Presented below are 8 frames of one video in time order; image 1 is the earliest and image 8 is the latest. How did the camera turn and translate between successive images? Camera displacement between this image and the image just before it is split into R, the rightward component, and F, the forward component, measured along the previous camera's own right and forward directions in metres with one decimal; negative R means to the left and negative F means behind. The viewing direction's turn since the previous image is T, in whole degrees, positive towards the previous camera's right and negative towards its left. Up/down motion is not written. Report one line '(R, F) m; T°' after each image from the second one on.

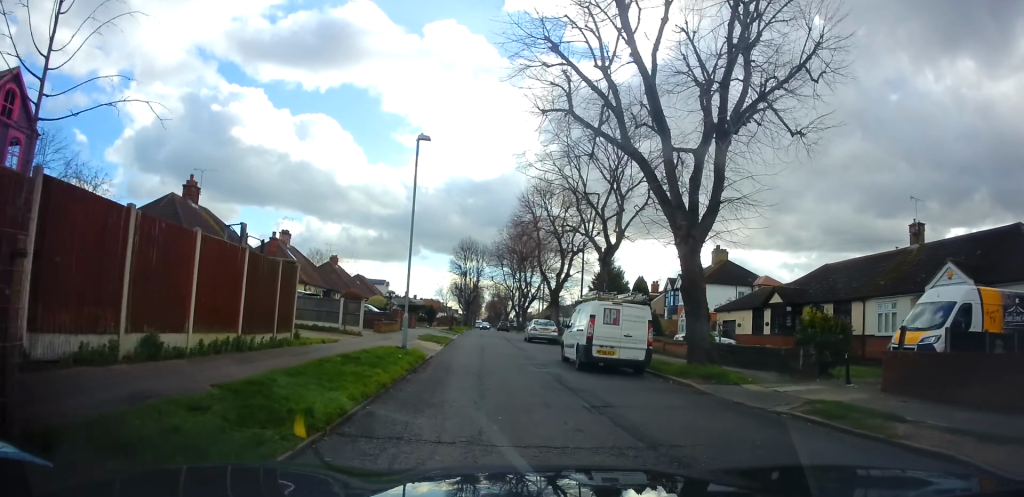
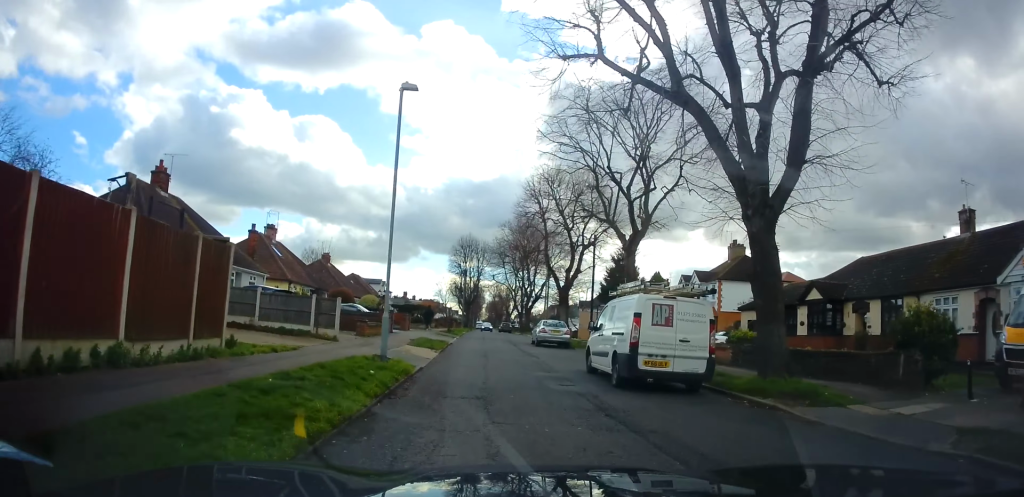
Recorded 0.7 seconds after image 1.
(0.0, +3.8) m; 0°
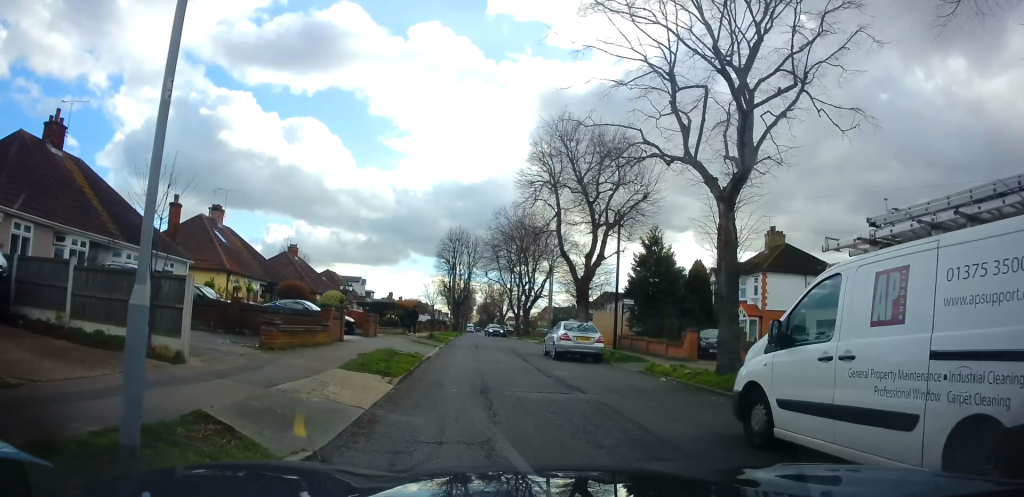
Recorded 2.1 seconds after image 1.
(+0.1, +9.0) m; +1°
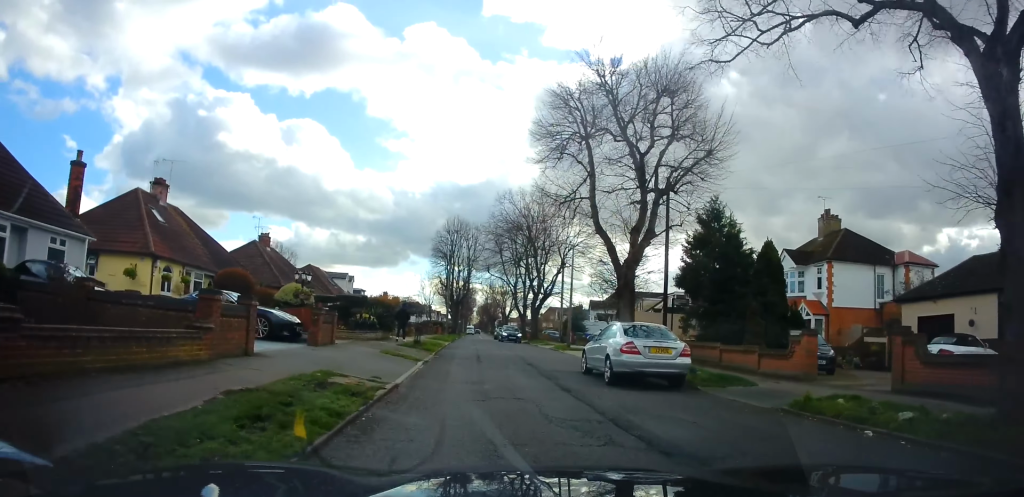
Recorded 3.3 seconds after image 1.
(+0.1, +8.2) m; 0°
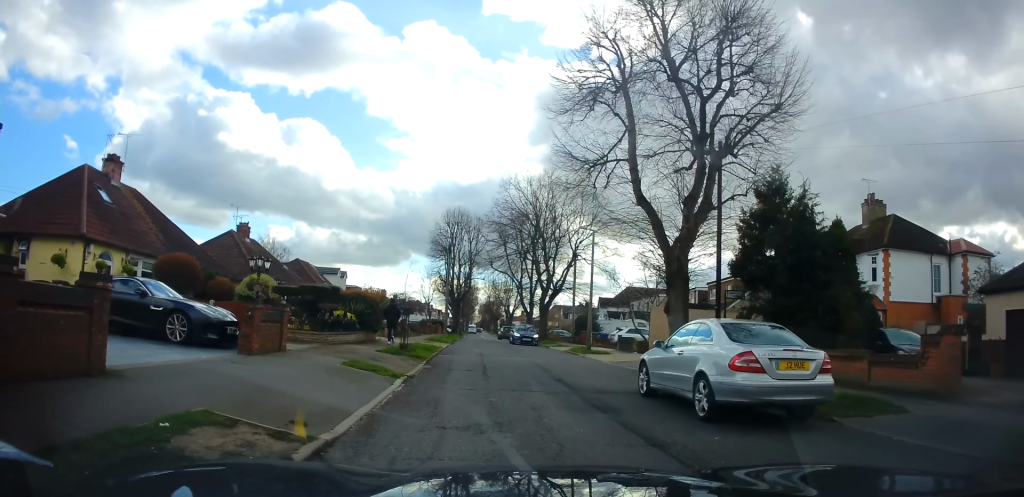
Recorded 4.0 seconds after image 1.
(0.0, +5.3) m; 0°
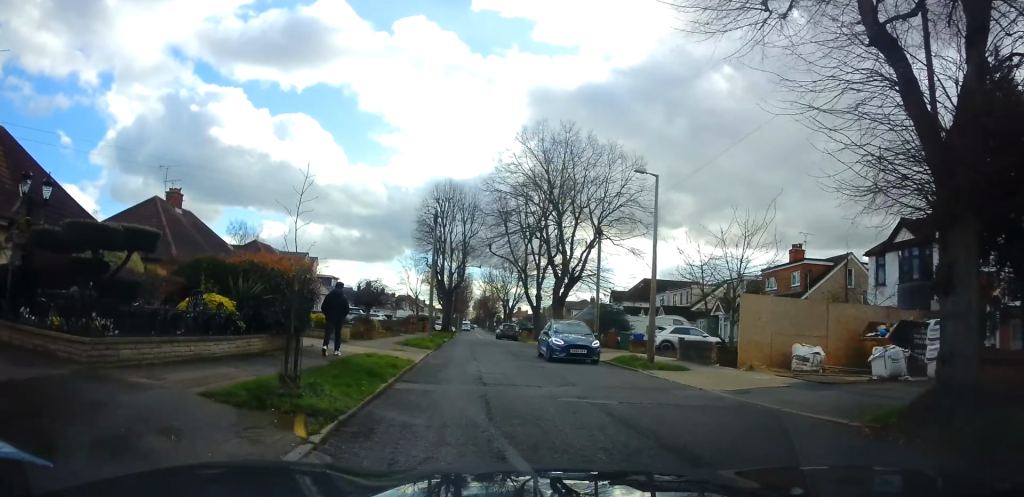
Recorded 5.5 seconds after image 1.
(0.0, +11.1) m; 0°
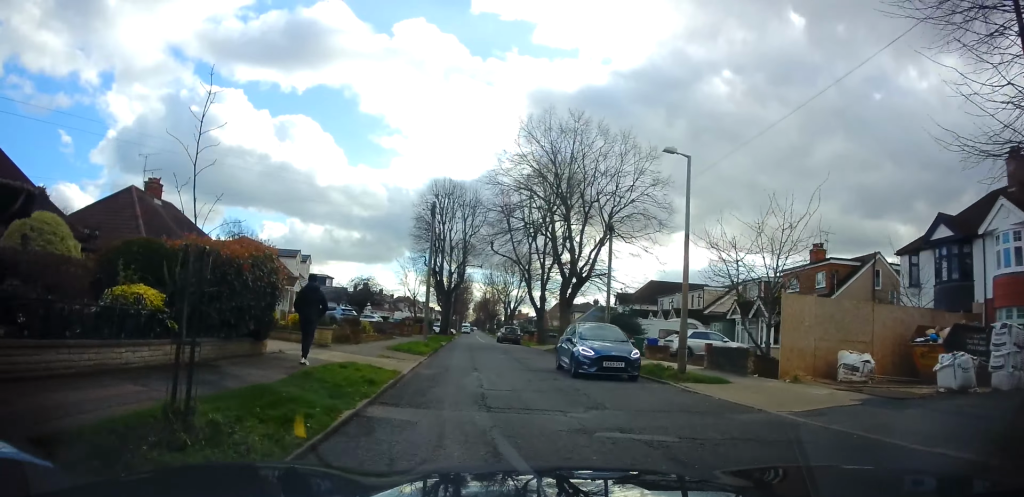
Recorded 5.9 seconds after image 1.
(0.0, +3.0) m; 0°
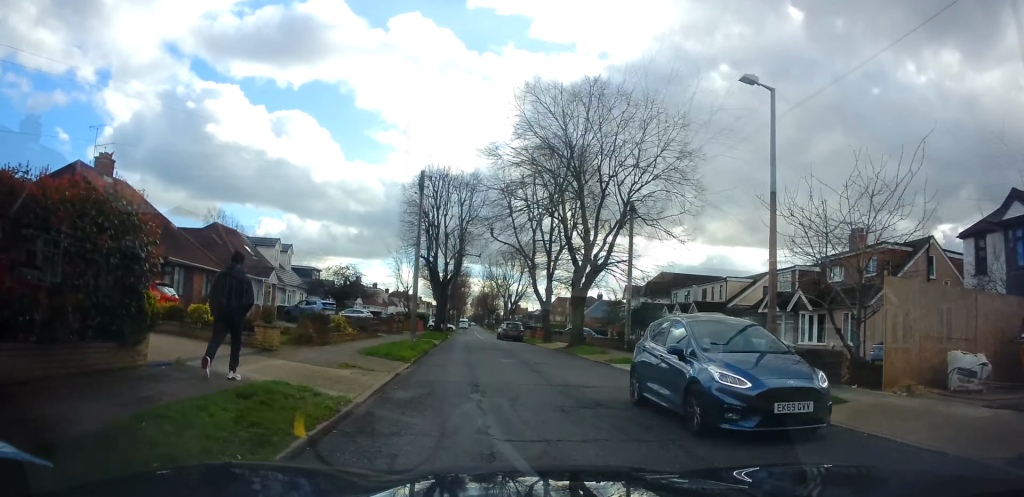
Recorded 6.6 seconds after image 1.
(0.0, +5.5) m; 0°
